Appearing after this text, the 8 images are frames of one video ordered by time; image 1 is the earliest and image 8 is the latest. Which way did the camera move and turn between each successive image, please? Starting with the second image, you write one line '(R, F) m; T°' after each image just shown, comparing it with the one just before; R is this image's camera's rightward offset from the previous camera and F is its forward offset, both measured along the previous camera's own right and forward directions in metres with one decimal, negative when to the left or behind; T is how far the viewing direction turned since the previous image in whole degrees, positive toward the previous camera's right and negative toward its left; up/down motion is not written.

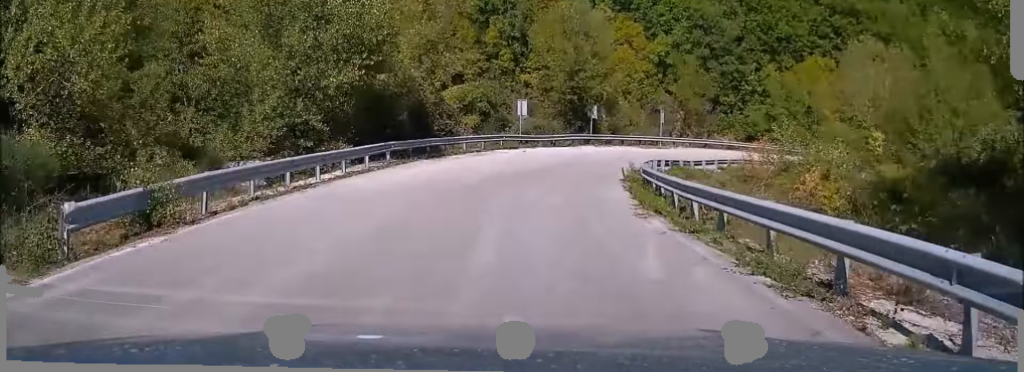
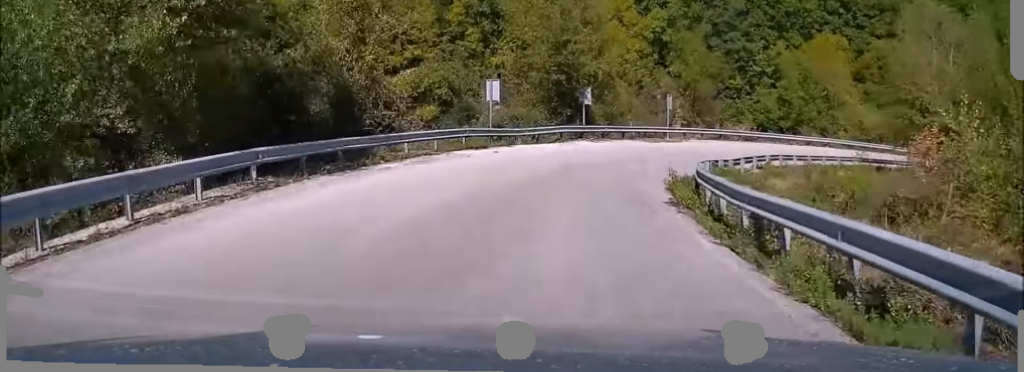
(+0.1, +10.5) m; +5°
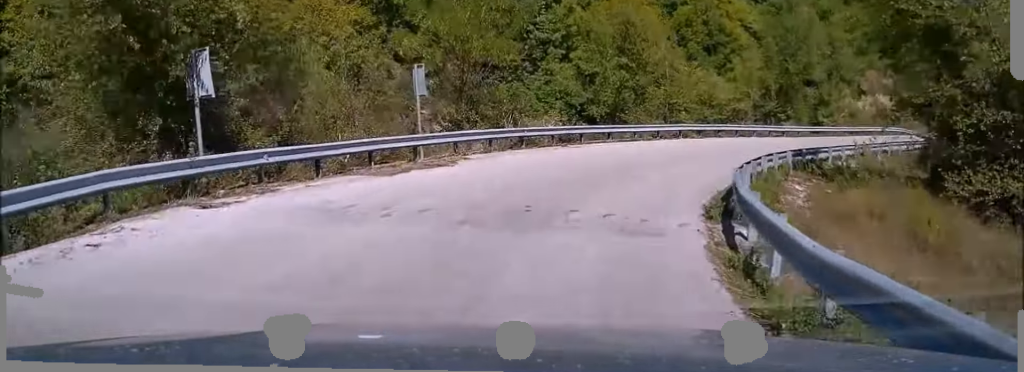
(+4.0, +20.8) m; +23°
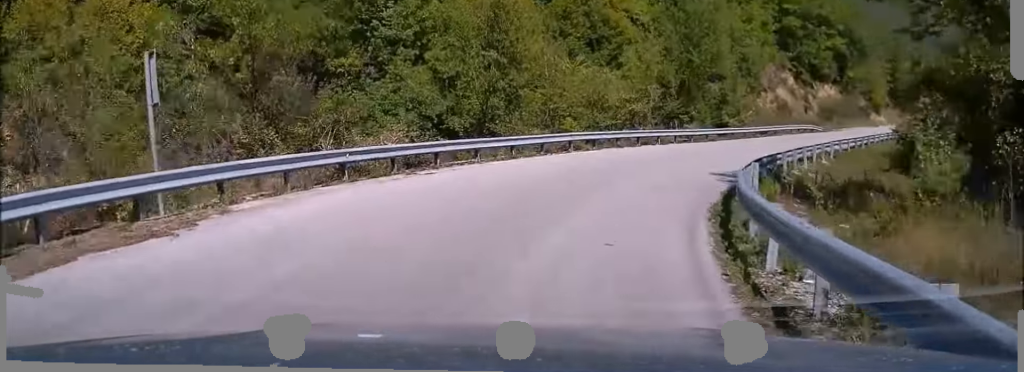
(+0.8, +8.2) m; +11°
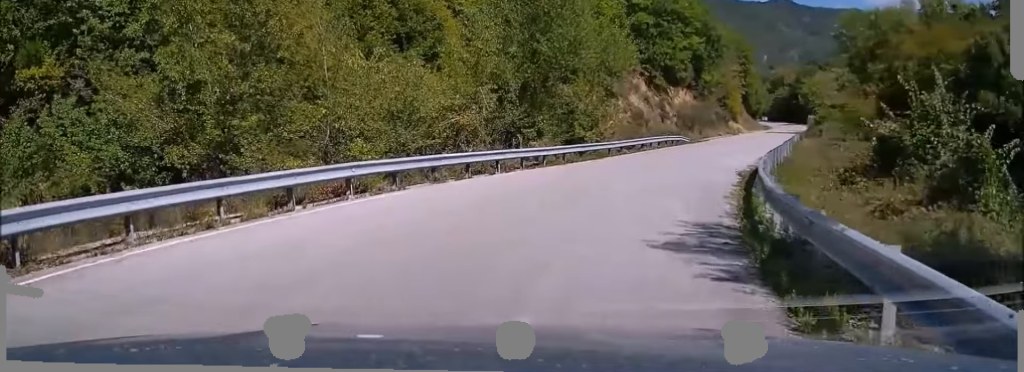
(+1.3, +10.6) m; +14°
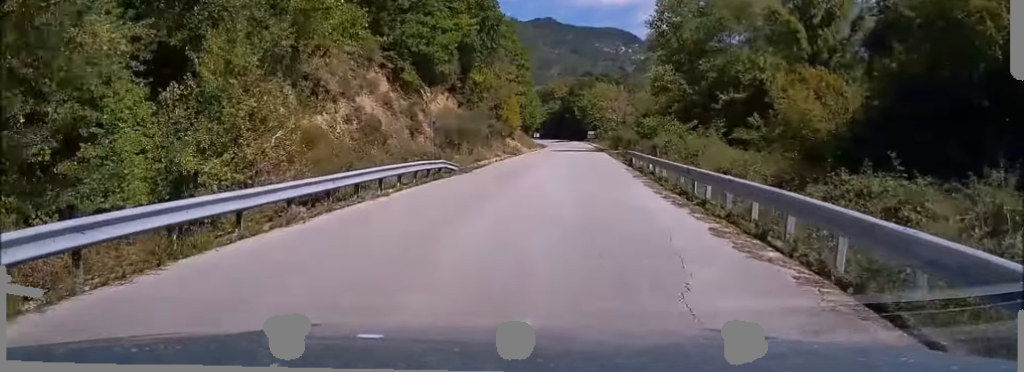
(+4.0, +20.8) m; +19°
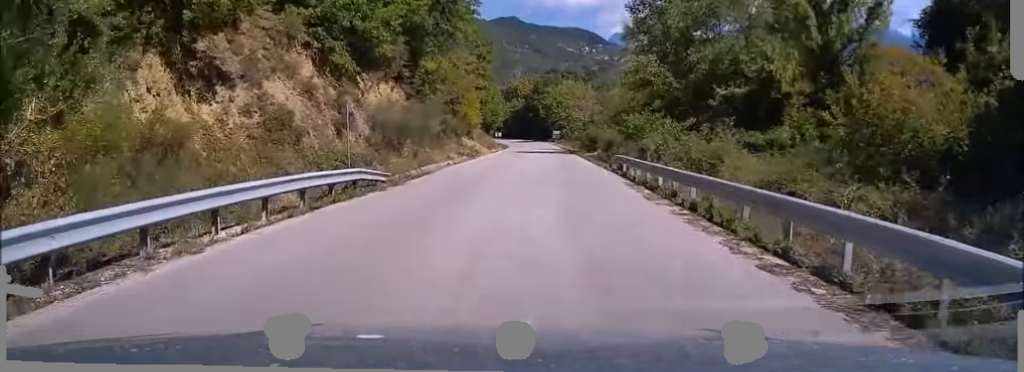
(+0.5, +8.5) m; +3°
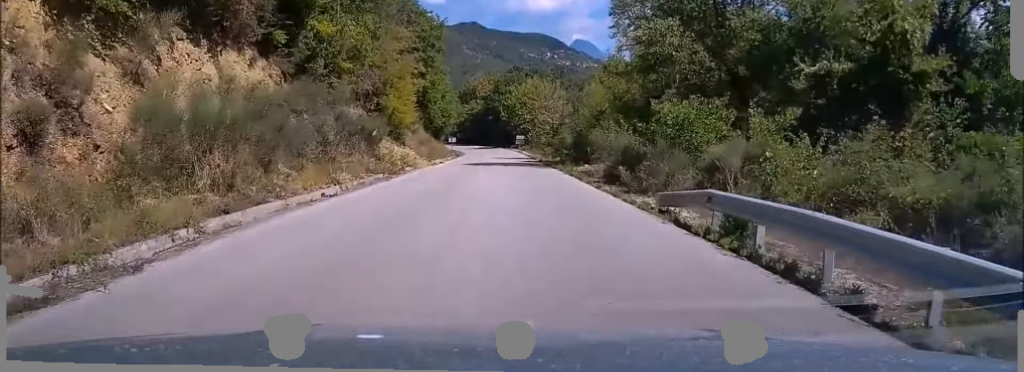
(+1.0, +18.7) m; +4°
